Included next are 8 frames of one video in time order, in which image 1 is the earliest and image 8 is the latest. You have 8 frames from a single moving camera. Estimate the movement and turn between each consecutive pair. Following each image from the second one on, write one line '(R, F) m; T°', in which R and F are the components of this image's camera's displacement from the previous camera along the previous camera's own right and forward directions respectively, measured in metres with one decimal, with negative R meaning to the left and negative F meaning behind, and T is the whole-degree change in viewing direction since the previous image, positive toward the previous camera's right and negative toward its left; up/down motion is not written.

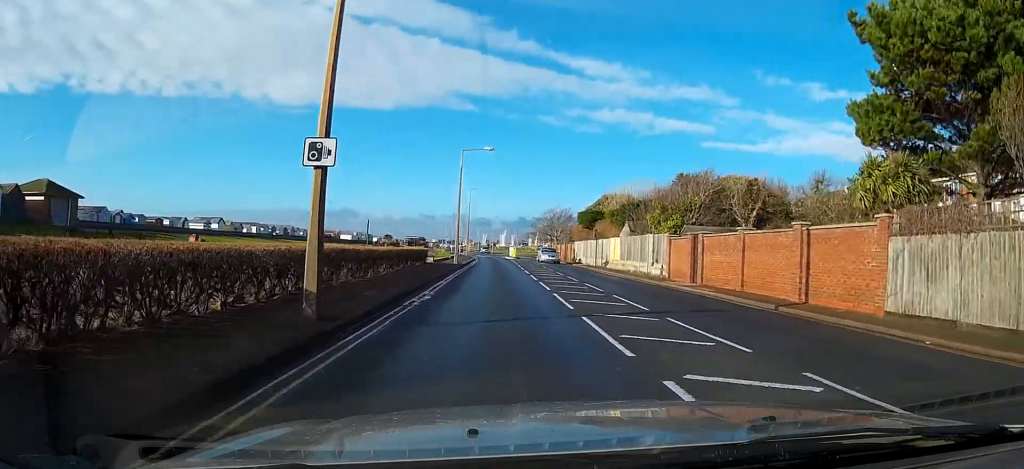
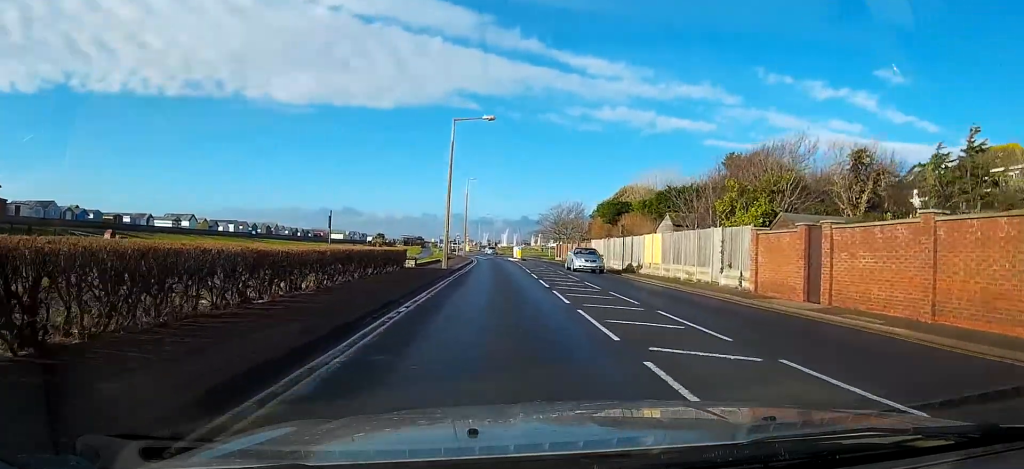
(+0.1, +10.3) m; -1°
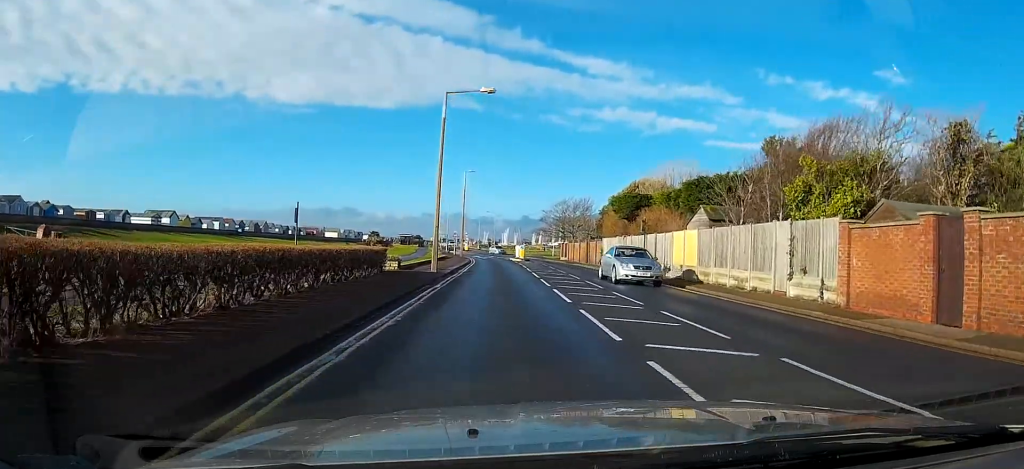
(0.0, +5.7) m; -1°
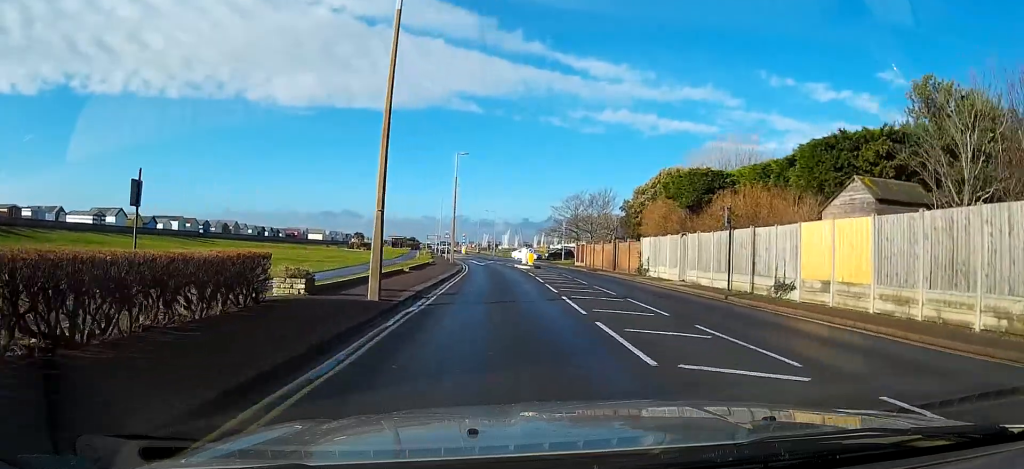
(-0.3, +13.2) m; 0°
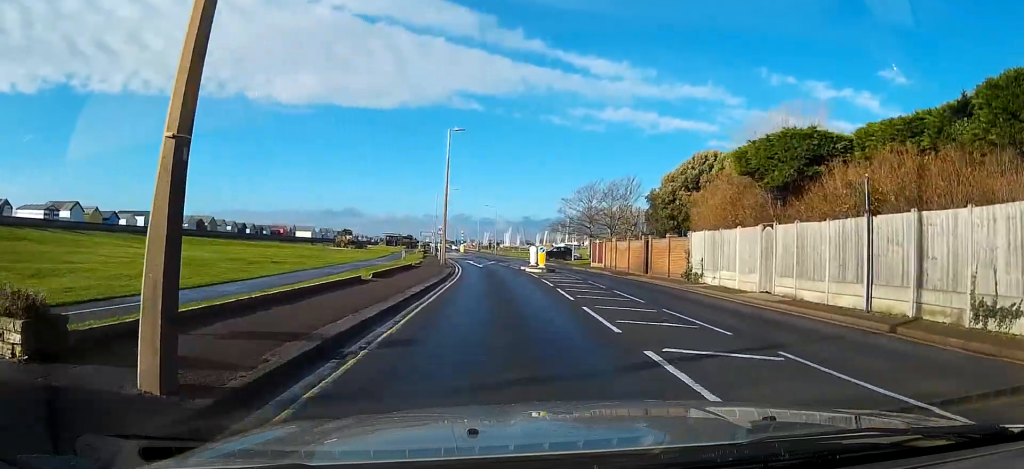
(+0.3, +9.1) m; 0°
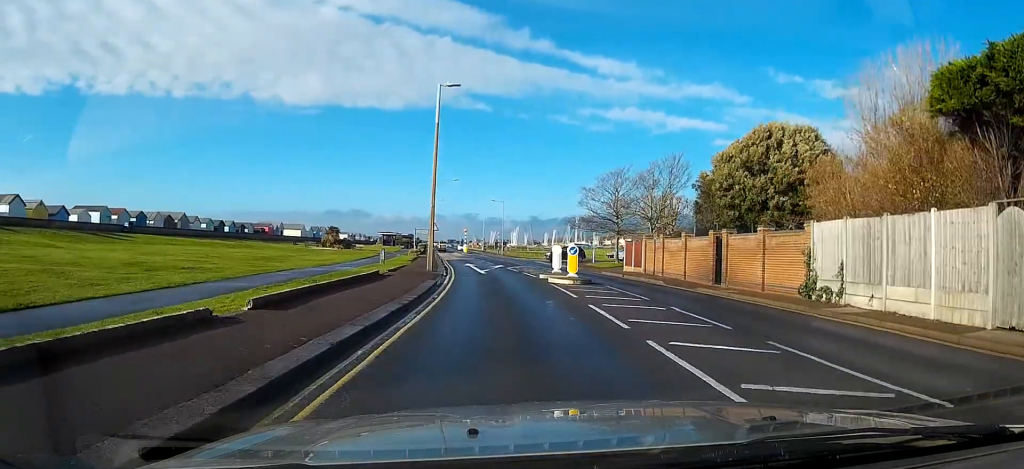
(-0.3, +10.7) m; -2°
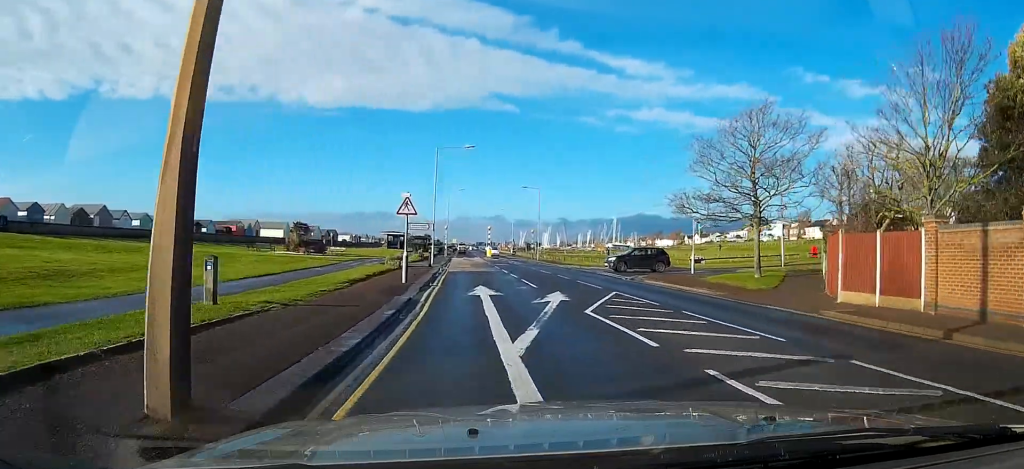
(-0.8, +23.5) m; -3°
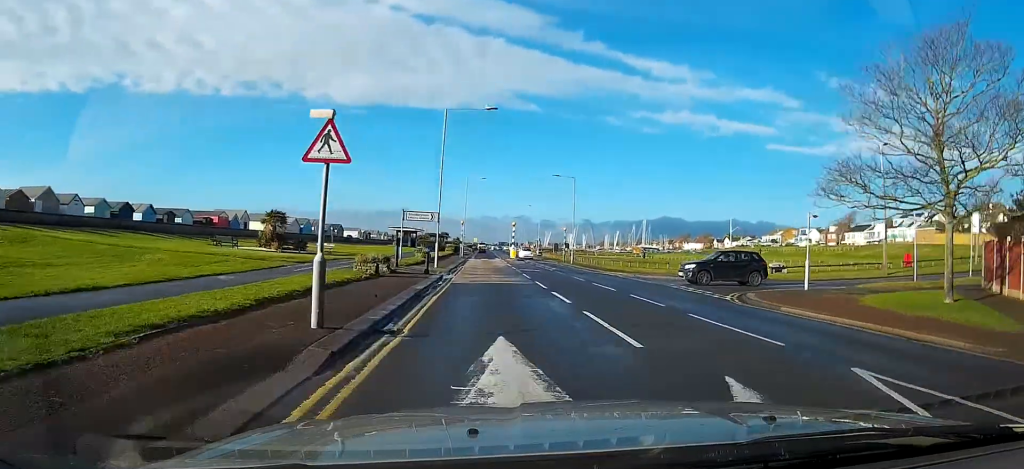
(+0.1, +11.9) m; -1°
